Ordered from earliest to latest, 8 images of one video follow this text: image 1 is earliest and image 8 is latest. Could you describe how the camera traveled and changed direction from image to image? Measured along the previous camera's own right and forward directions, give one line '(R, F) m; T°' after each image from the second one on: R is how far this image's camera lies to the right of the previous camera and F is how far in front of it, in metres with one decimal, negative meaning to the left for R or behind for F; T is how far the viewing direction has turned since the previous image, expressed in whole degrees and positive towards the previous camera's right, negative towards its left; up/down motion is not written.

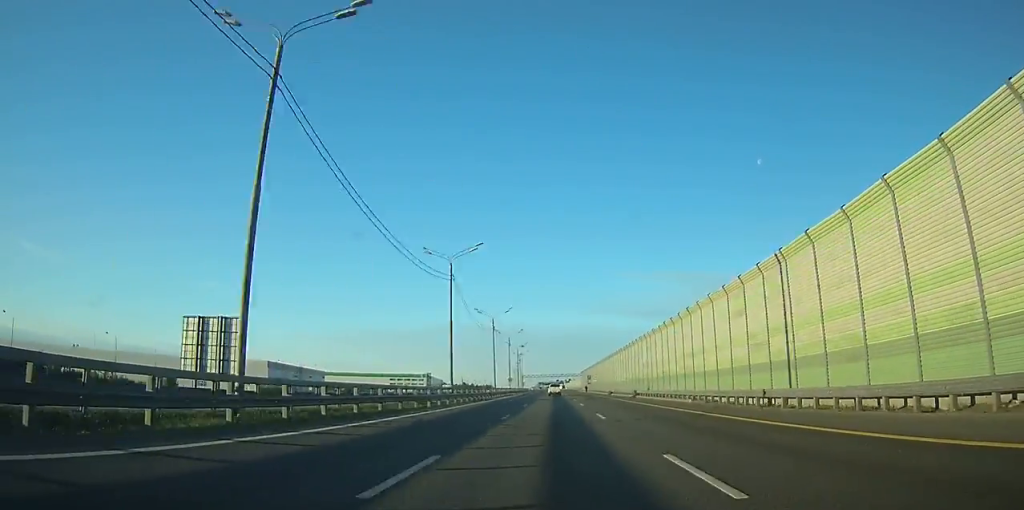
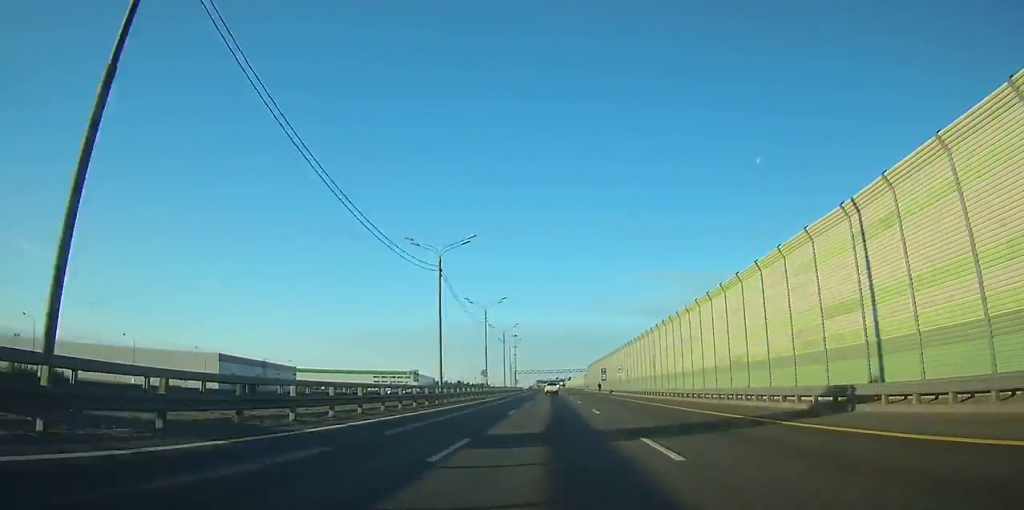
(0.0, +45.7) m; 0°
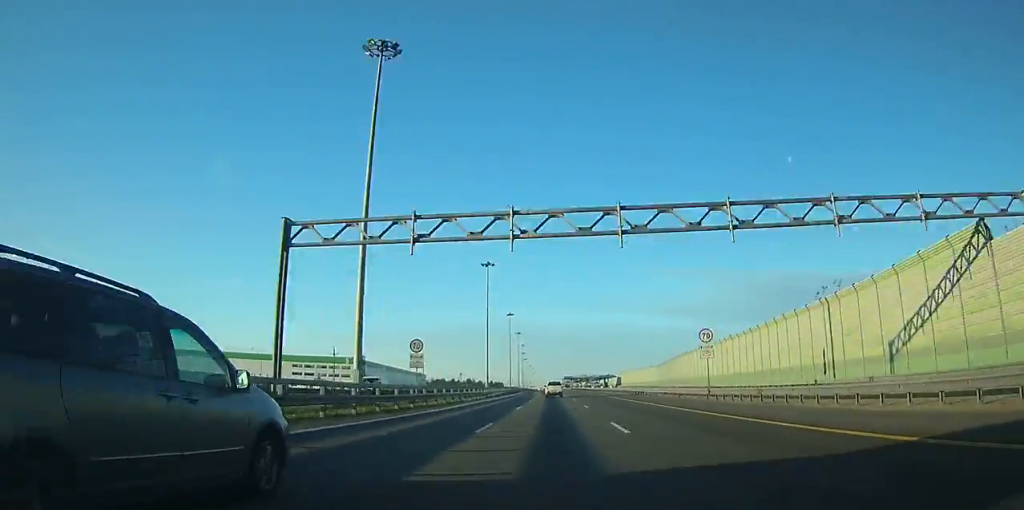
(-2.9, +195.2) m; -2°
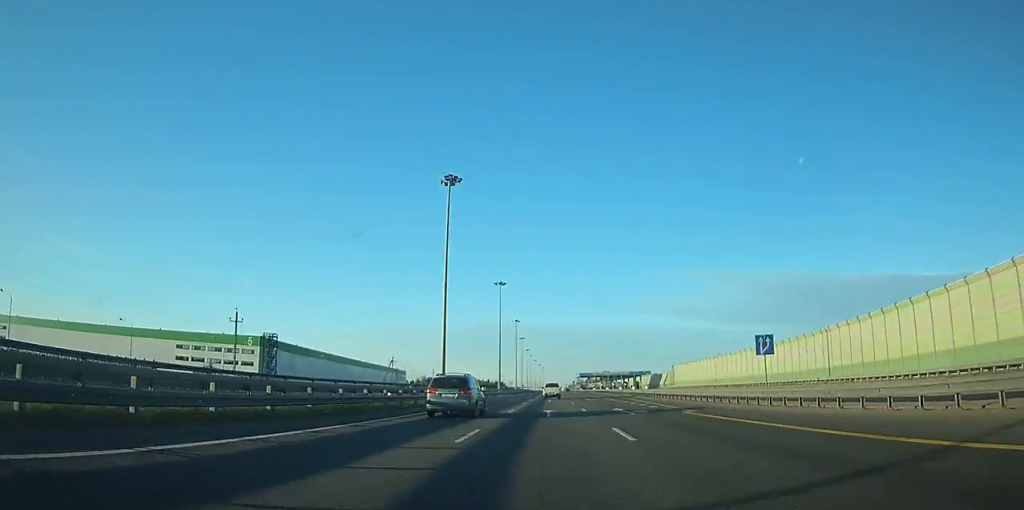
(-1.4, +102.0) m; -1°
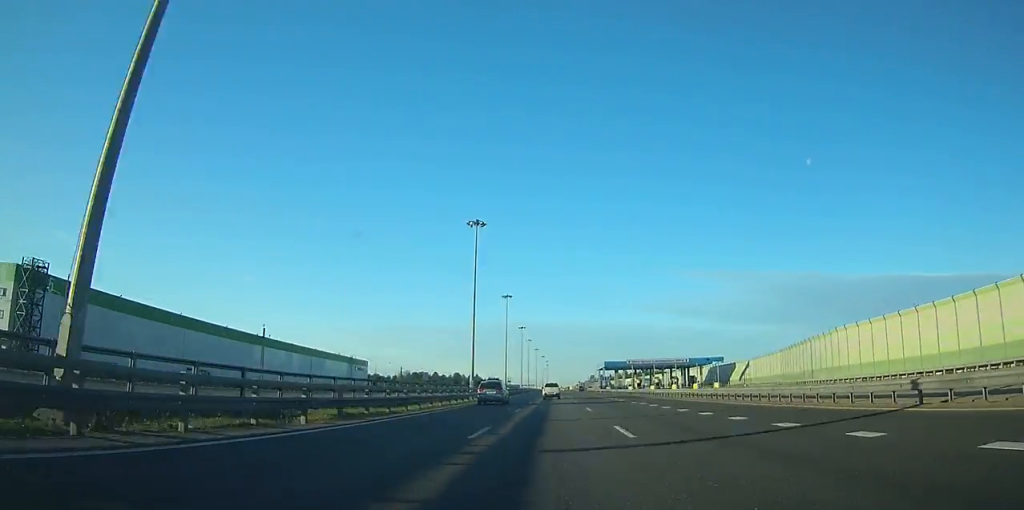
(-0.7, +95.2) m; -1°
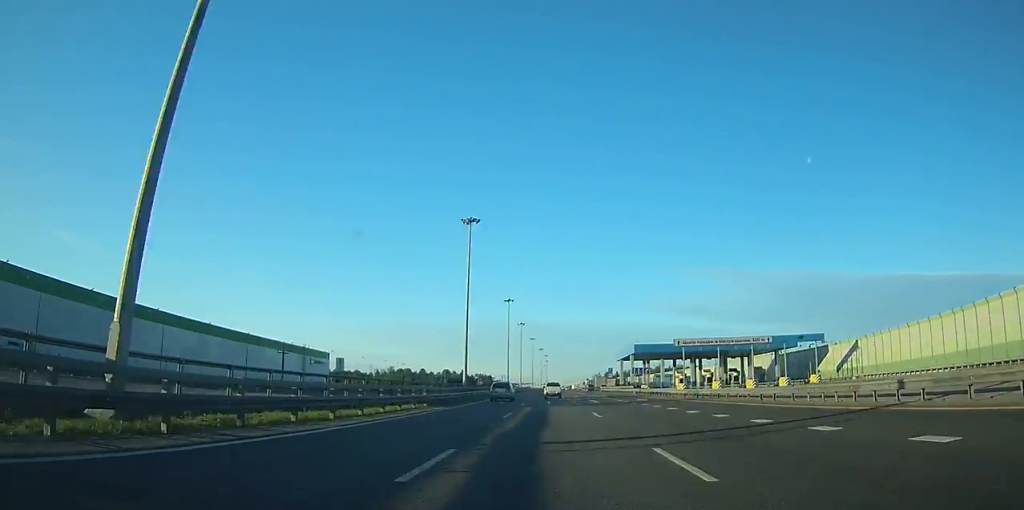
(-0.1, +53.0) m; 0°
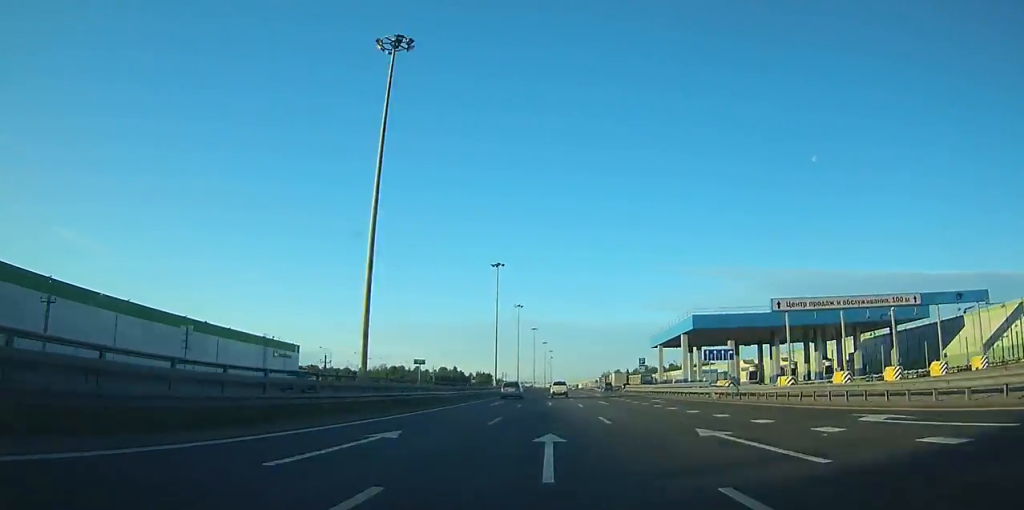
(-0.1, +37.4) m; 0°
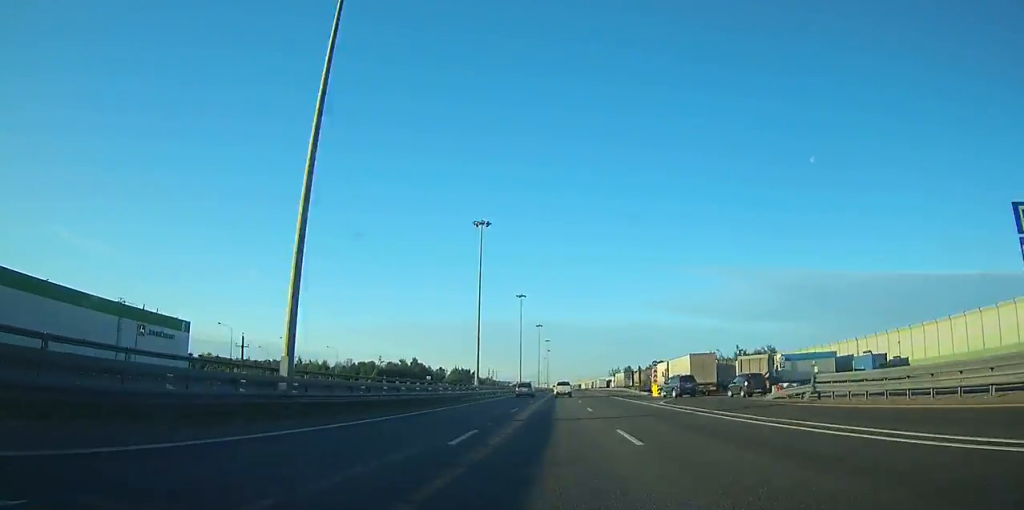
(-0.2, +70.0) m; 0°
